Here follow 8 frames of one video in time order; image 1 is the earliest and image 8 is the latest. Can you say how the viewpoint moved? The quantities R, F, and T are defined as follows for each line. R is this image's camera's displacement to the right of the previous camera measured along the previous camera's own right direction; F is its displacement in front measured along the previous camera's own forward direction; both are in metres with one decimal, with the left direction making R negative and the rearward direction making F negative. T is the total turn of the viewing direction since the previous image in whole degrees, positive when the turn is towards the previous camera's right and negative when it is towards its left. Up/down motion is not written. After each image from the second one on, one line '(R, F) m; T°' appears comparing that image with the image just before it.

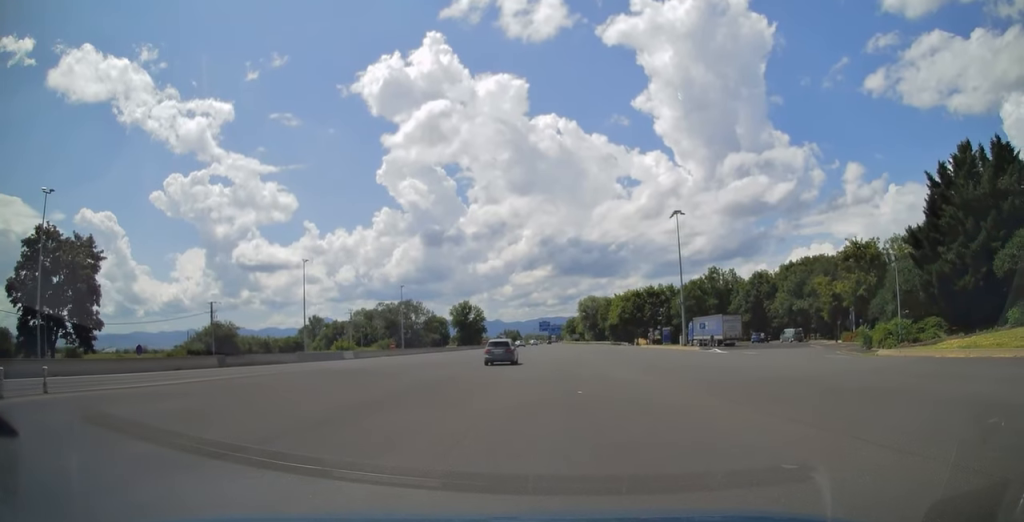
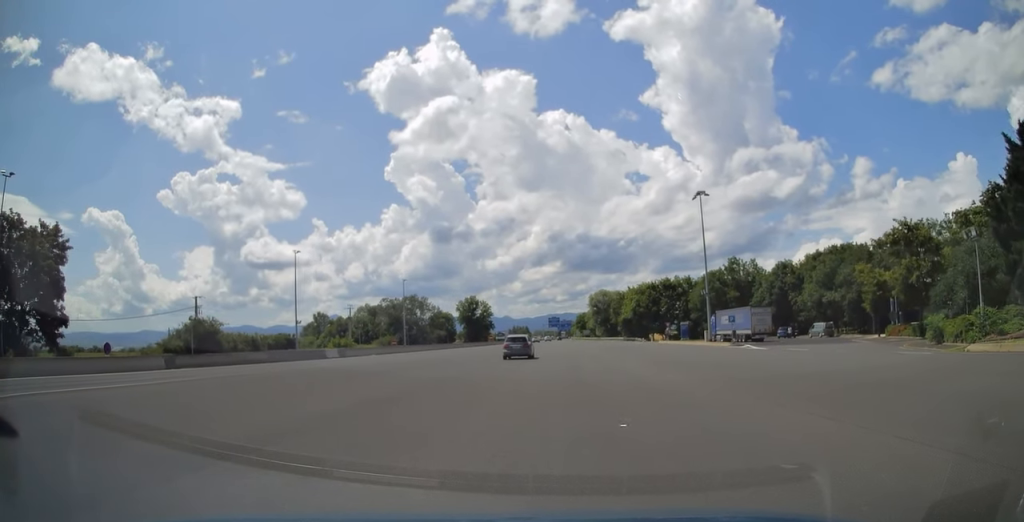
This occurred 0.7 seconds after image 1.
(0.0, +7.9) m; 0°
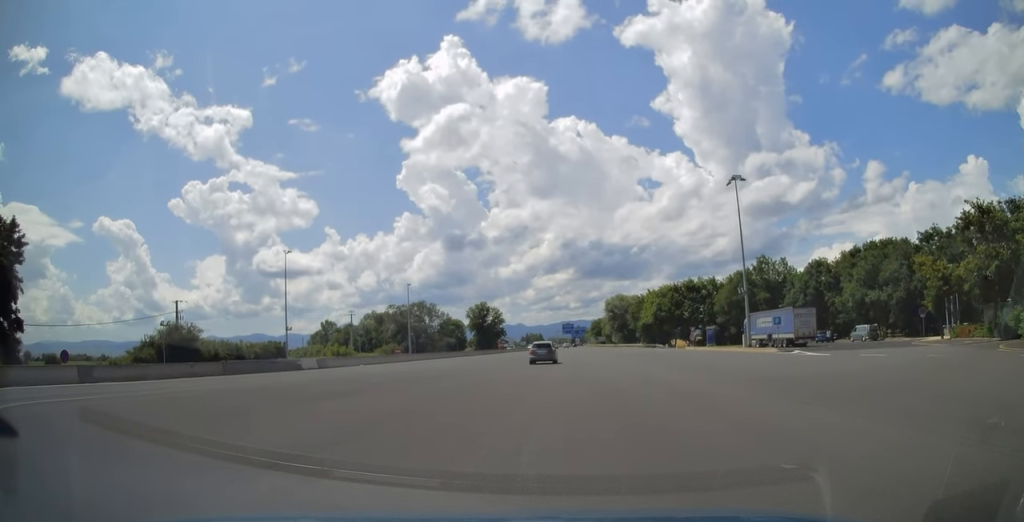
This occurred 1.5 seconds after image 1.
(0.0, +9.2) m; 0°
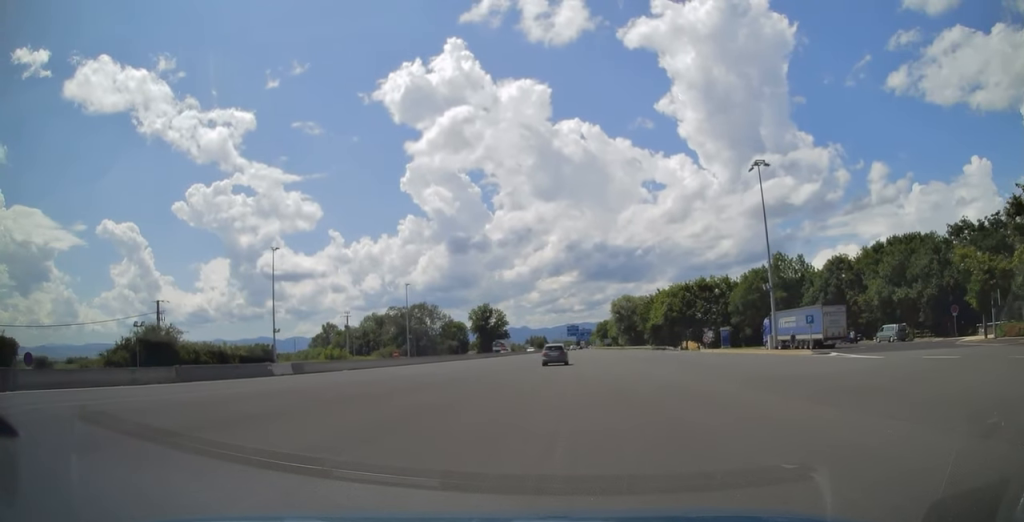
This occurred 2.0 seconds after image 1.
(0.0, +6.1) m; -1°
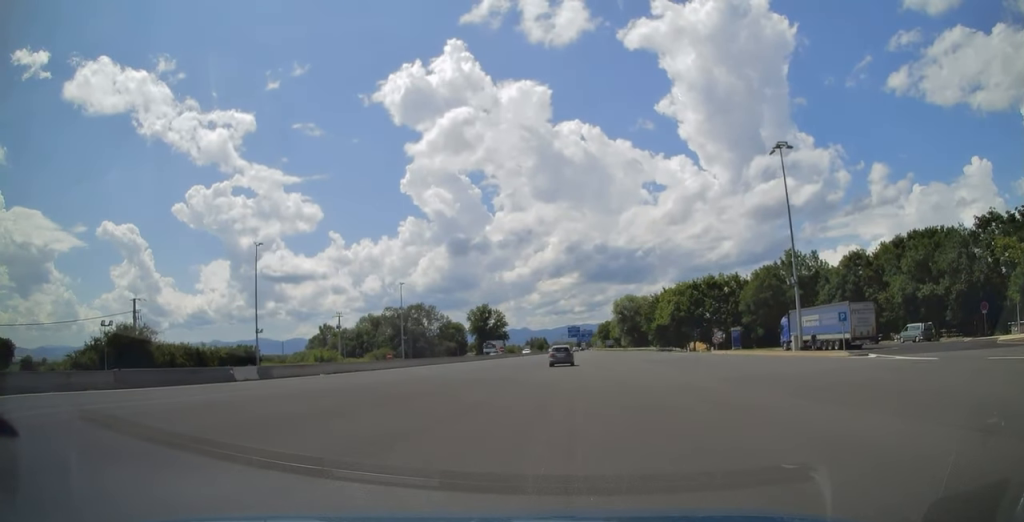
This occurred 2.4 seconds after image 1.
(+0.1, +5.4) m; -1°
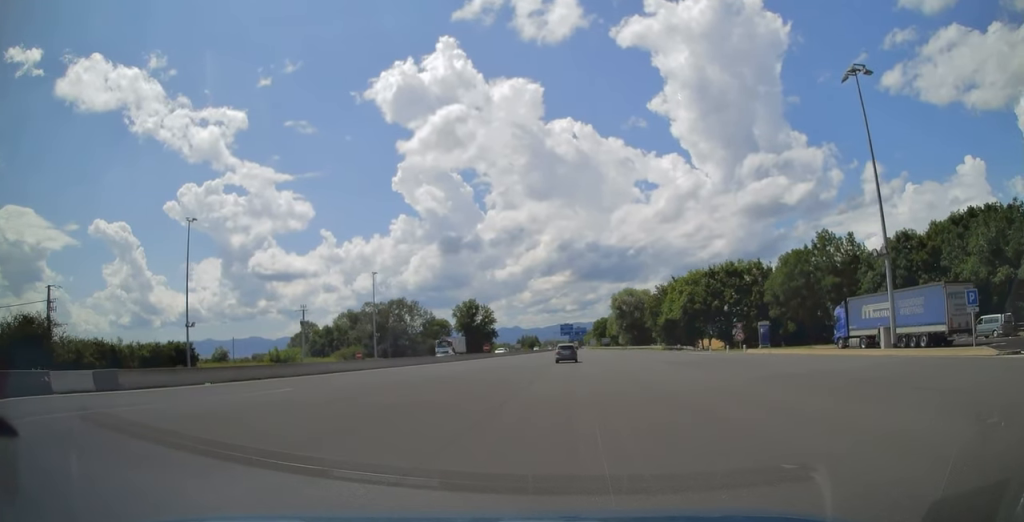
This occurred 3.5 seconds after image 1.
(-0.5, +15.0) m; 0°
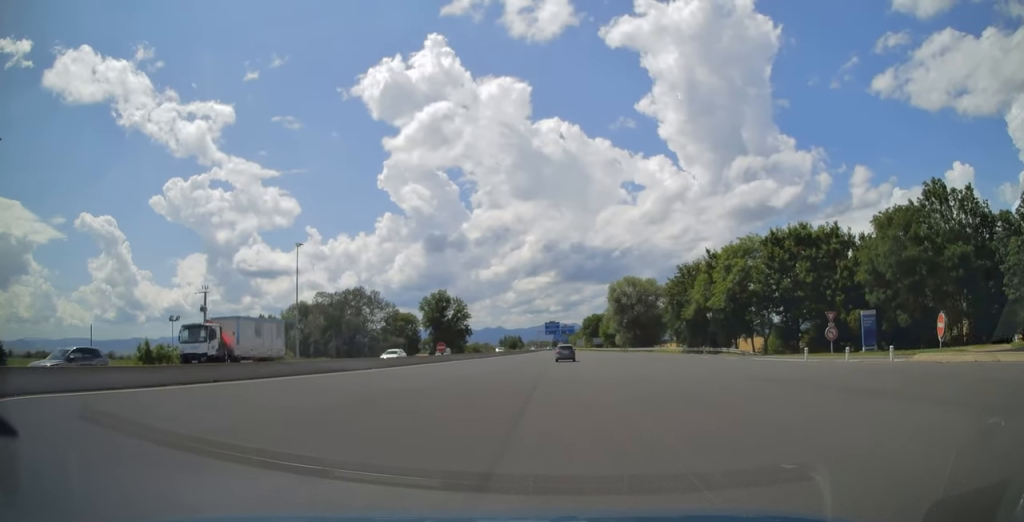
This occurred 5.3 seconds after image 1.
(+1.4, +29.4) m; +4°
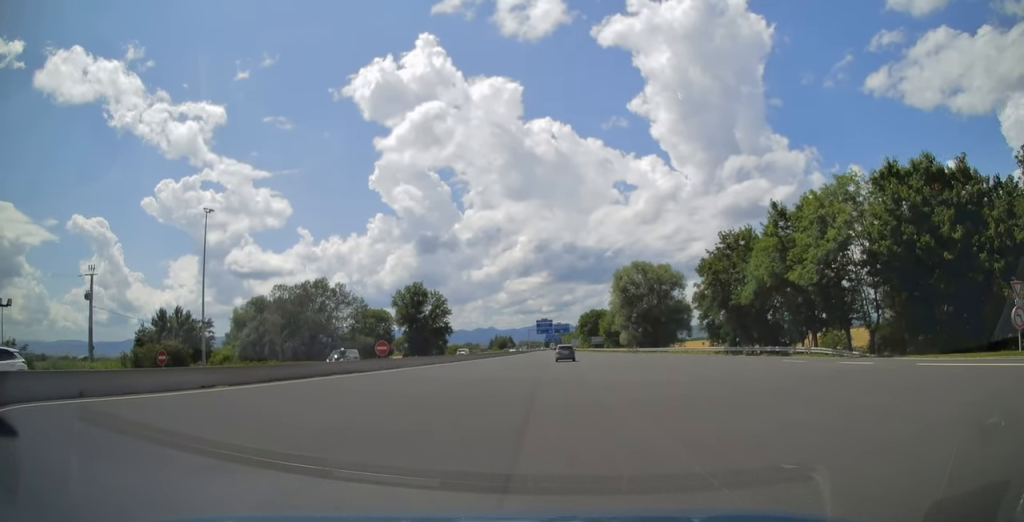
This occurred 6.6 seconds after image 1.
(0.0, +22.8) m; 0°
